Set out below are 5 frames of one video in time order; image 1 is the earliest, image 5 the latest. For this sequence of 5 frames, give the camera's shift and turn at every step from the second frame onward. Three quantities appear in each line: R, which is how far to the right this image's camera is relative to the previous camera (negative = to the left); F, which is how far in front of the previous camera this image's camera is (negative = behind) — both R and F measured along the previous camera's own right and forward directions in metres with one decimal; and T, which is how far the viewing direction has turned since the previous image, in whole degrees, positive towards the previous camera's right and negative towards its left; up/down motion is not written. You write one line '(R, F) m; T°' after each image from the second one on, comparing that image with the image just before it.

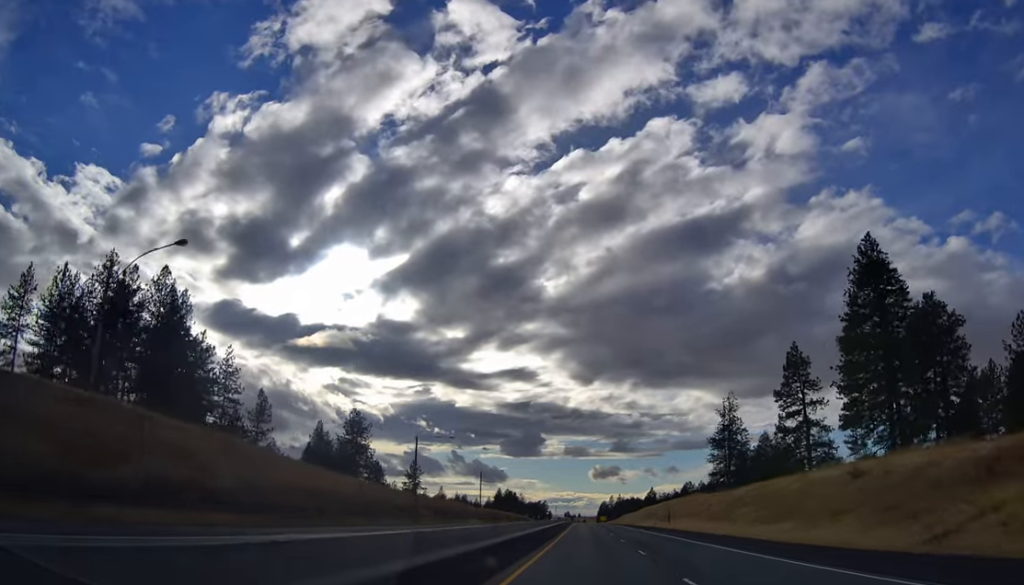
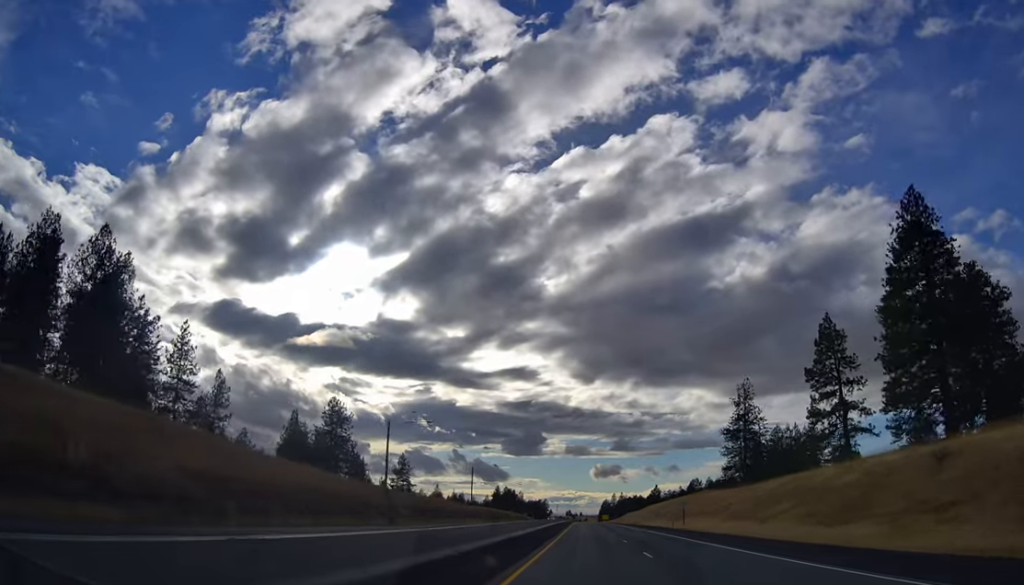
(+0.5, +14.7) m; 0°
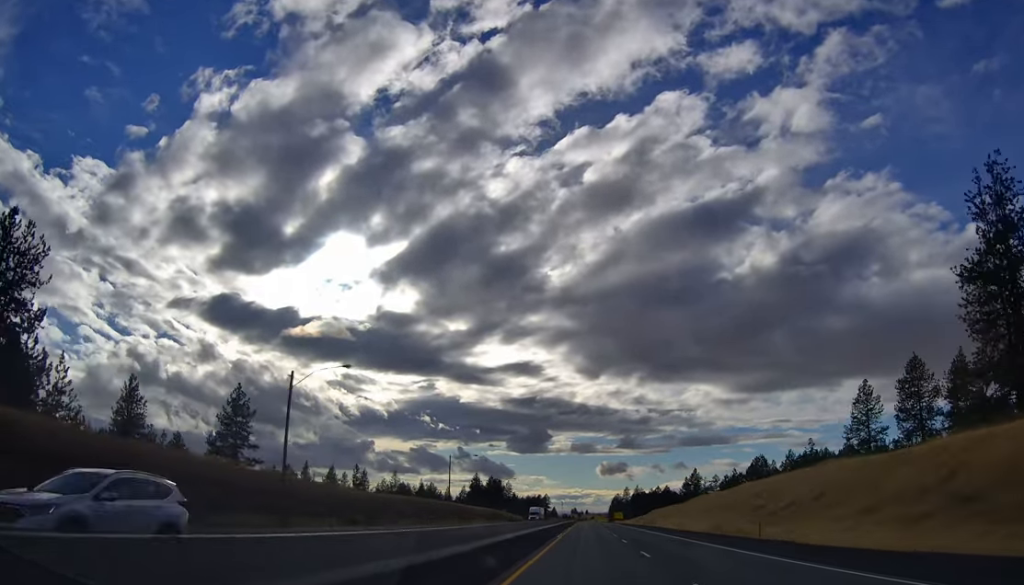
(-0.3, +97.5) m; -1°
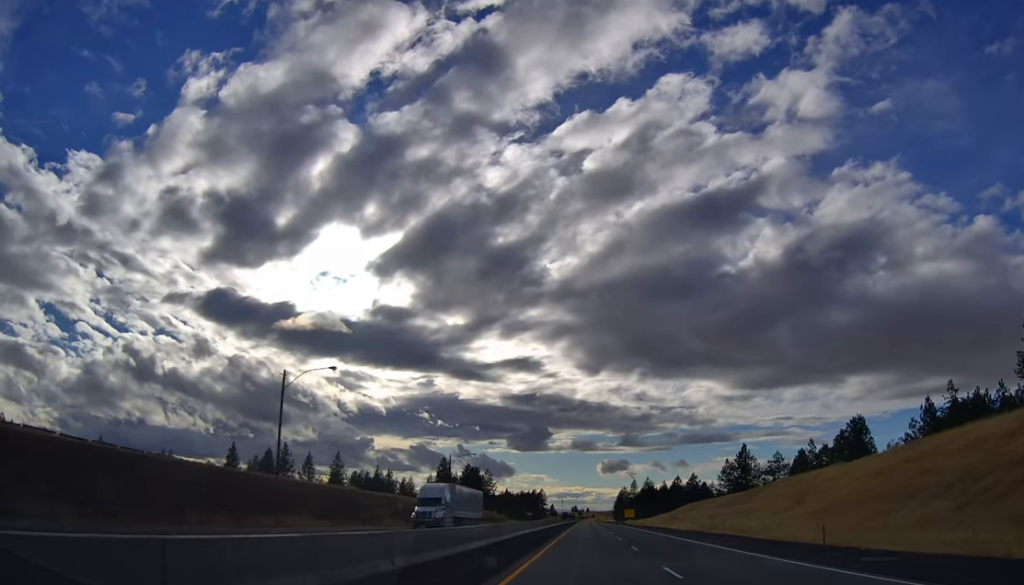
(+0.3, +69.2) m; +1°
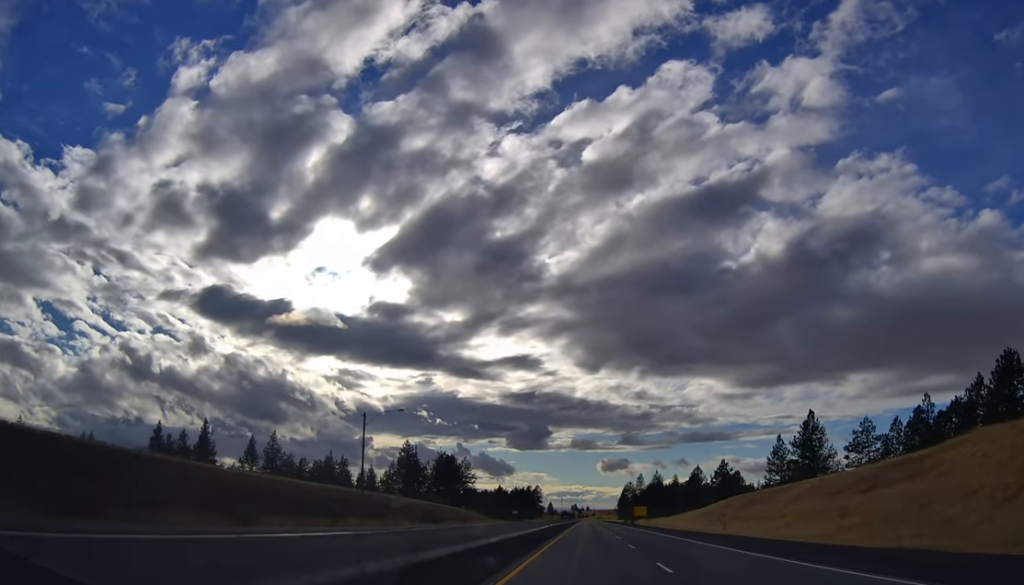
(0.0, +47.6) m; -1°
